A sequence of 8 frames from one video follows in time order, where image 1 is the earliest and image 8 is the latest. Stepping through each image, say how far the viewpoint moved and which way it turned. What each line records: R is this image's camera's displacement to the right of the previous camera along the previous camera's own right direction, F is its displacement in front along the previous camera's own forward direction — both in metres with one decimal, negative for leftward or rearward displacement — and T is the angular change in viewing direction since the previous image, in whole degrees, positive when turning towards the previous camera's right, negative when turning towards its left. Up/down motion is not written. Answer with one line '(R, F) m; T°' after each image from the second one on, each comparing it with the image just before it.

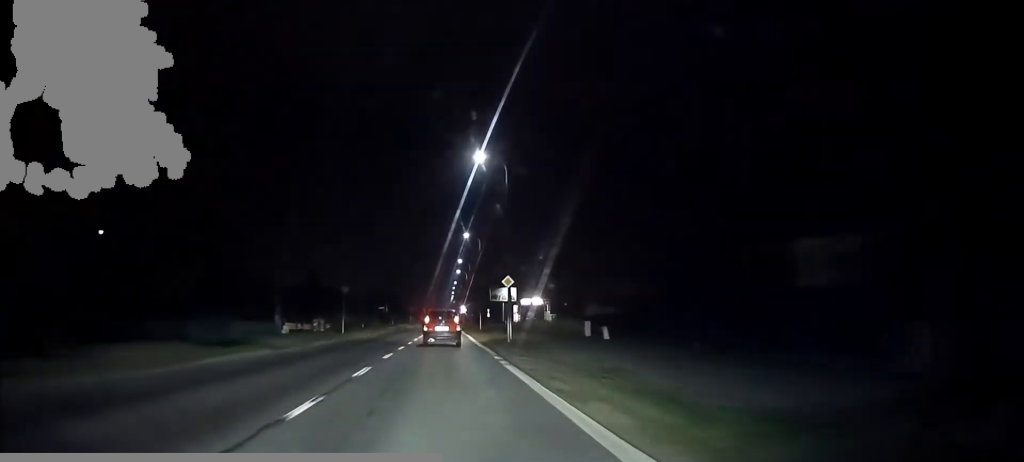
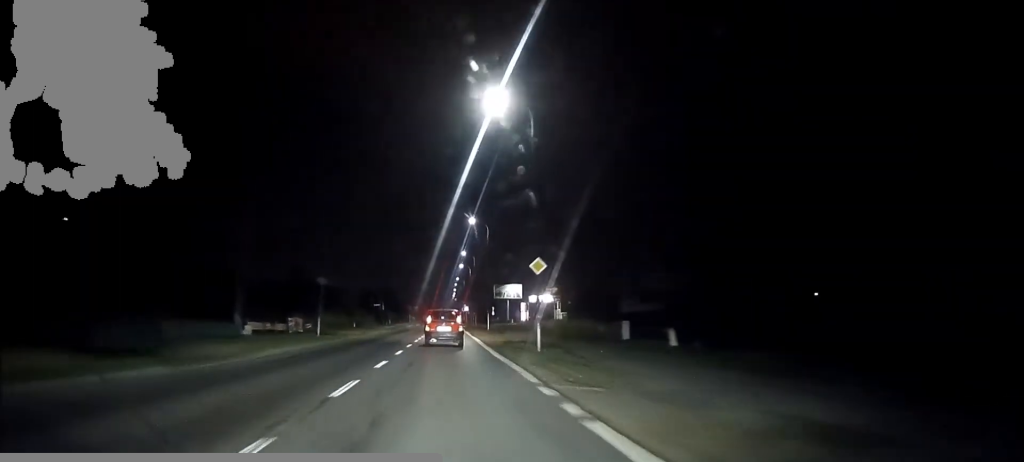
(+0.1, +9.0) m; 0°
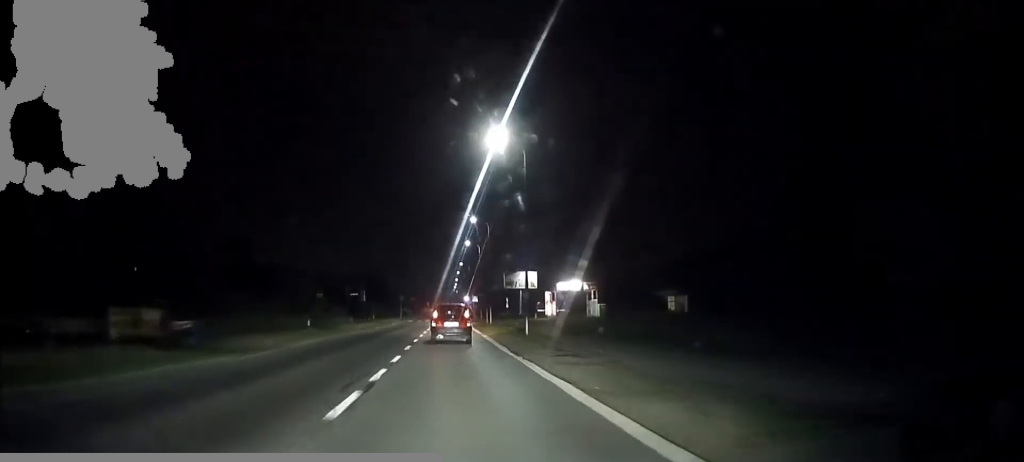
(+0.1, +24.1) m; 0°
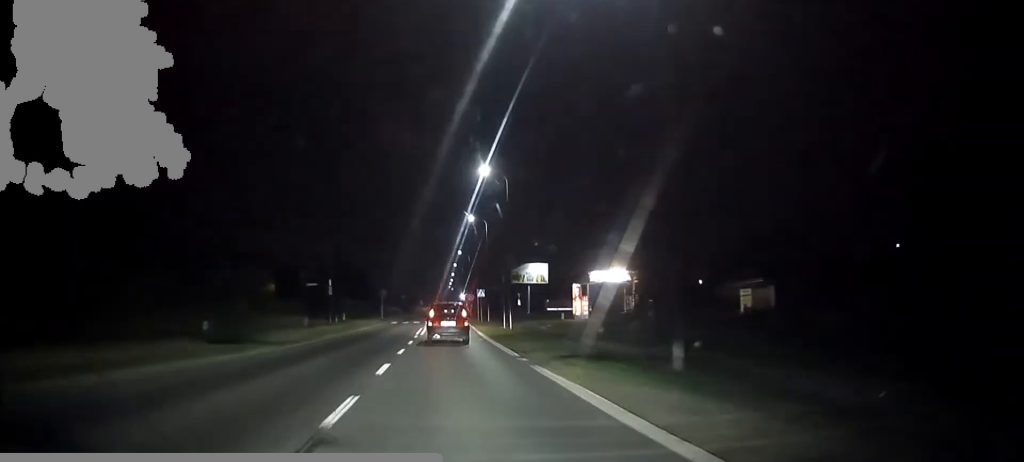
(+0.1, +19.5) m; 0°
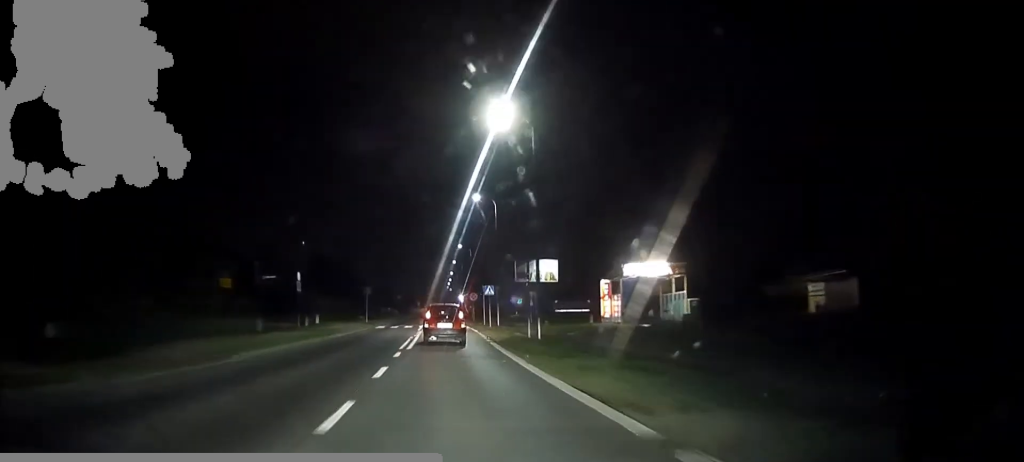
(0.0, +11.3) m; 0°
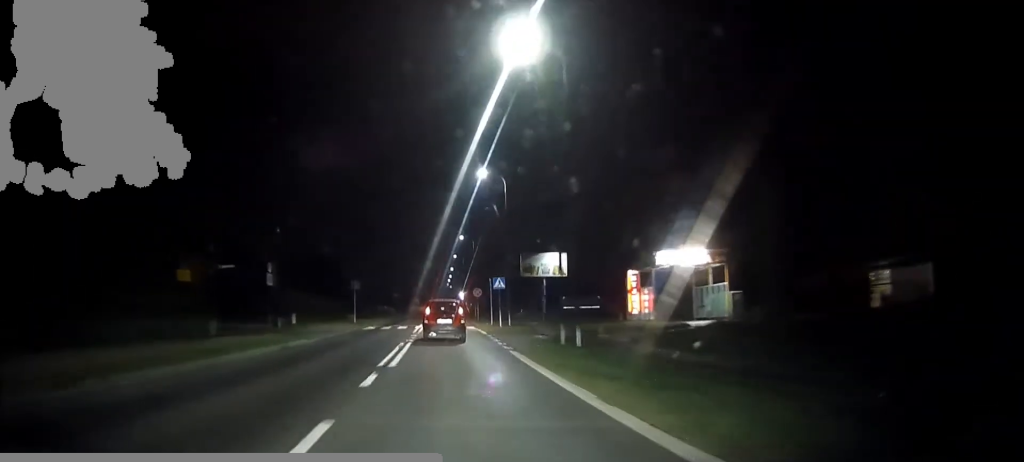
(0.0, +7.3) m; 0°
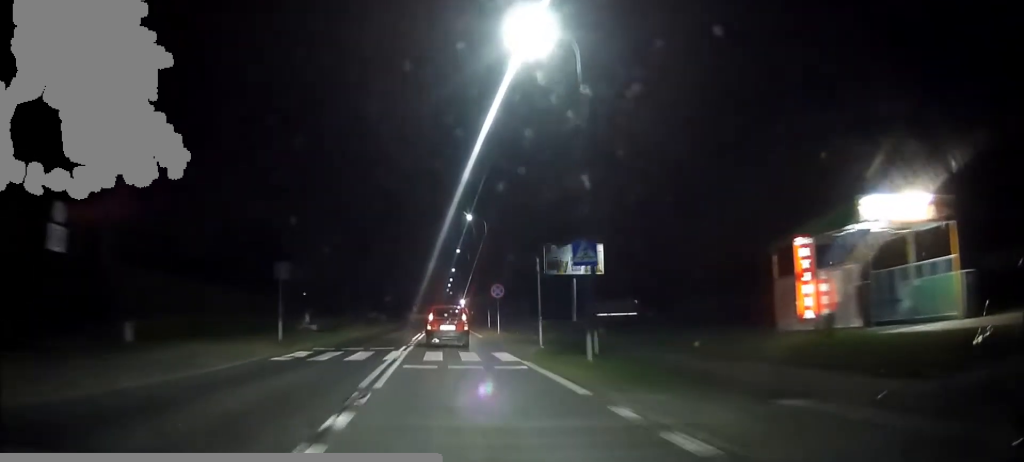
(0.0, +21.4) m; 0°
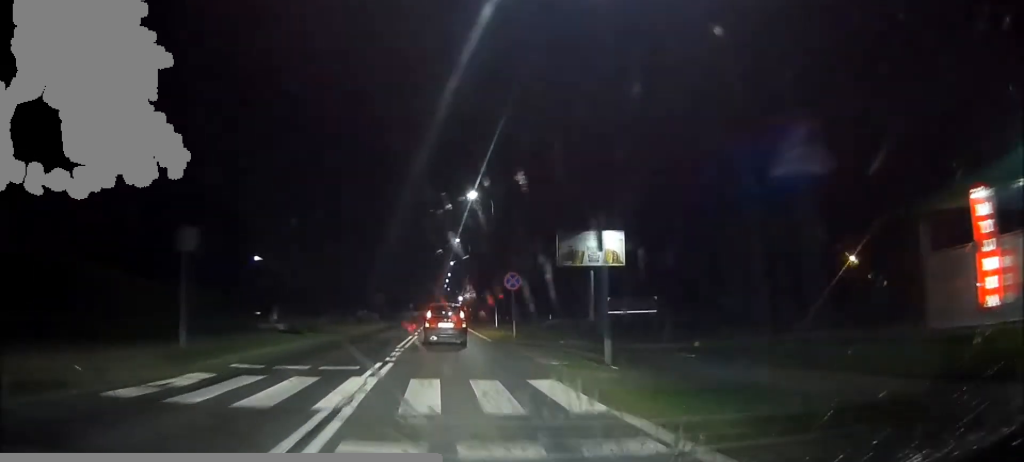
(0.0, +9.6) m; 0°
